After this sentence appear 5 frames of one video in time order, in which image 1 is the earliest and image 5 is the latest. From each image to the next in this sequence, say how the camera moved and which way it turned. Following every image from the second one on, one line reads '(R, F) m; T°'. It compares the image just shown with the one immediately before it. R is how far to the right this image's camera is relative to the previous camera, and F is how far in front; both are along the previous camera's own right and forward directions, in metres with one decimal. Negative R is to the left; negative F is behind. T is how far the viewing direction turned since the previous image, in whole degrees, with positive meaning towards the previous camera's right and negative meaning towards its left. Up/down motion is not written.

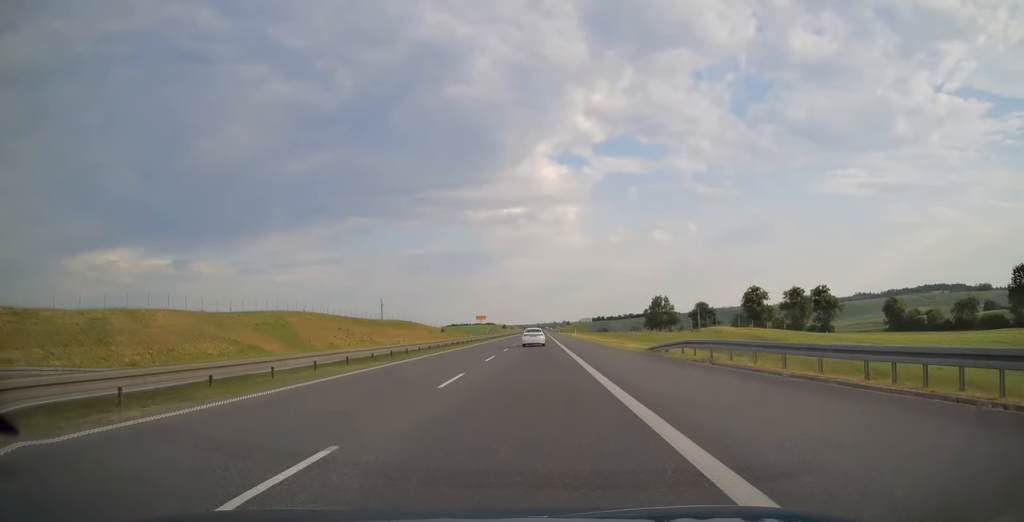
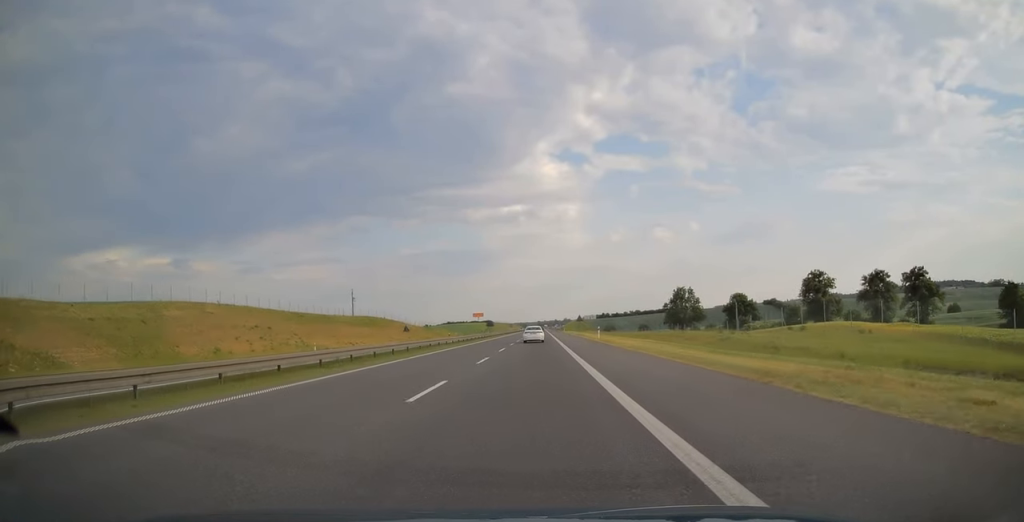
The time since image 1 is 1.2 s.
(-0.1, +39.4) m; 0°
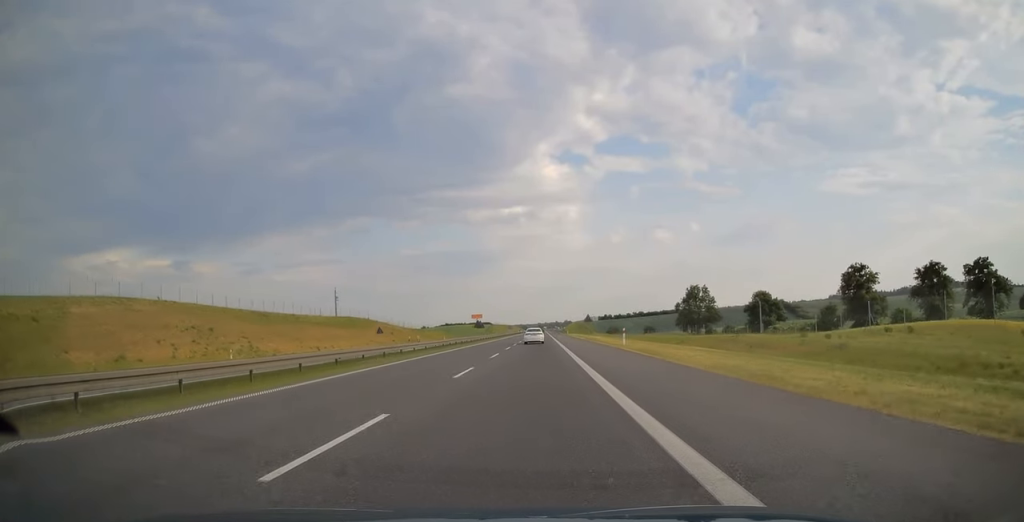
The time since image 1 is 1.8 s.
(0.0, +18.1) m; 0°
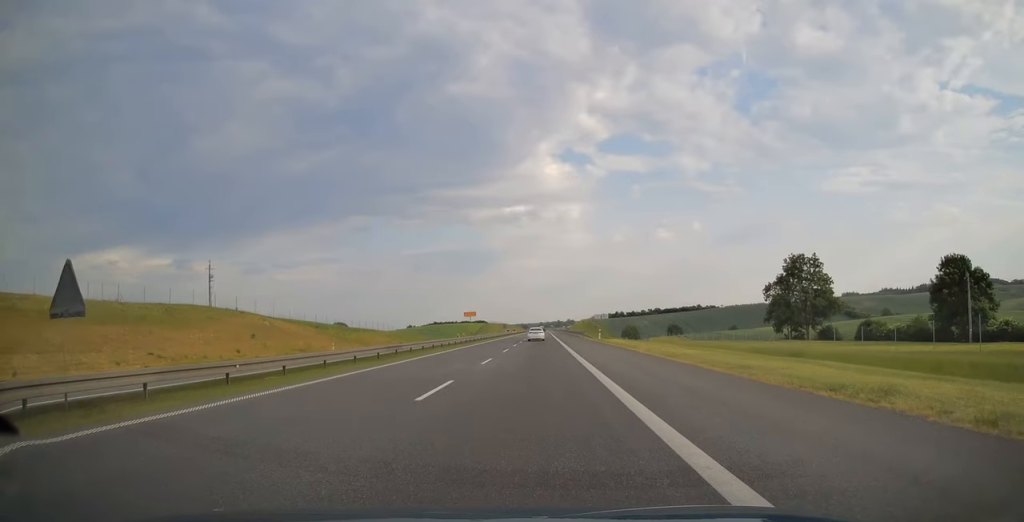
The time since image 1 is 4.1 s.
(0.0, +77.7) m; 0°
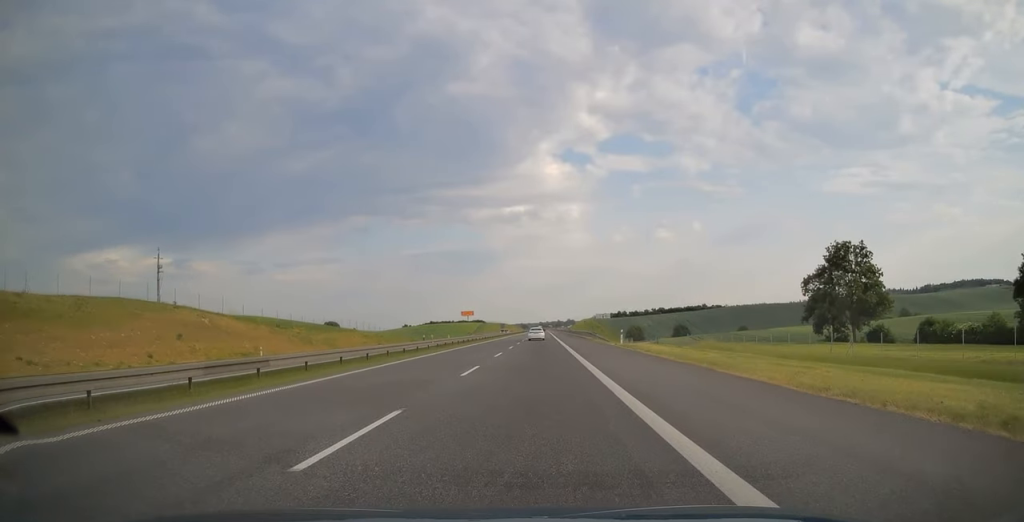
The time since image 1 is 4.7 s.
(0.0, +18.0) m; 0°
